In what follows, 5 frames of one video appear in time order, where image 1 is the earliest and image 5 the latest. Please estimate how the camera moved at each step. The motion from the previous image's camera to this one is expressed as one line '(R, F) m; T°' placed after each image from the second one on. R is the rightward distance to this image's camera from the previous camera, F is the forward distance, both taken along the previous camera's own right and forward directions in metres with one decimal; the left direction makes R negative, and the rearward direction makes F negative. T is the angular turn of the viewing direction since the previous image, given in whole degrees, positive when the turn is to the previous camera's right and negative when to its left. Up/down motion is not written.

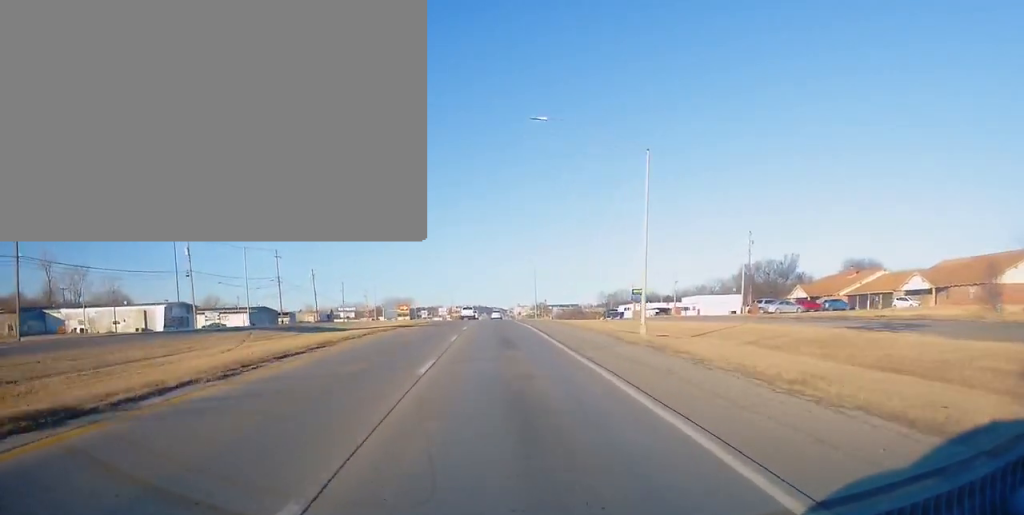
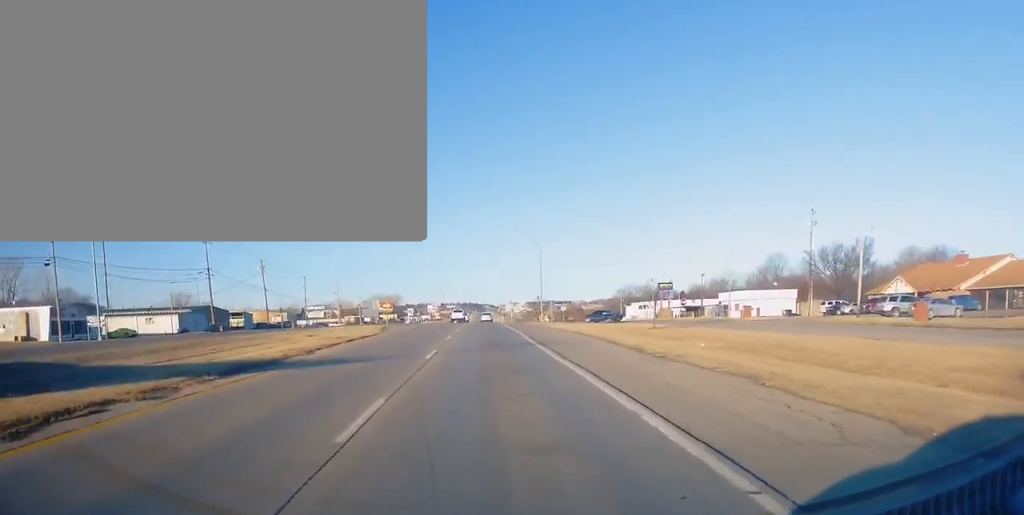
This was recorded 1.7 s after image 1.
(0.0, +34.2) m; 0°
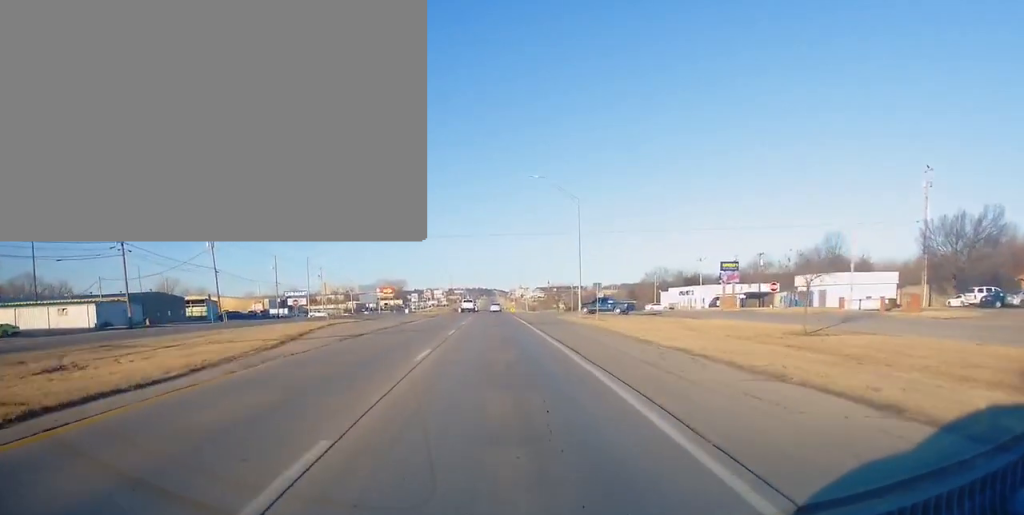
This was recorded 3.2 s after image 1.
(0.0, +31.3) m; 0°
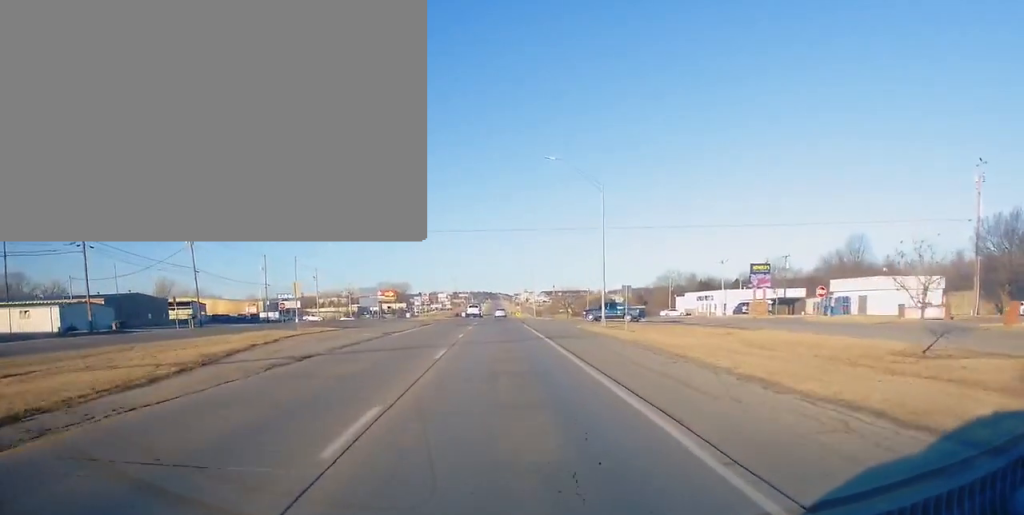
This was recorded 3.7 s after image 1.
(0.0, +10.5) m; 0°
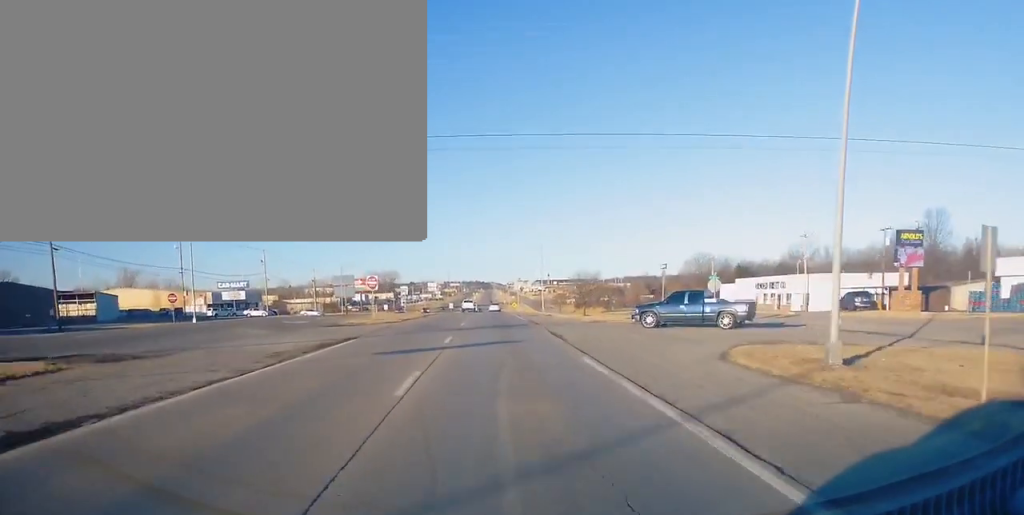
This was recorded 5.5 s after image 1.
(0.0, +36.5) m; 0°
